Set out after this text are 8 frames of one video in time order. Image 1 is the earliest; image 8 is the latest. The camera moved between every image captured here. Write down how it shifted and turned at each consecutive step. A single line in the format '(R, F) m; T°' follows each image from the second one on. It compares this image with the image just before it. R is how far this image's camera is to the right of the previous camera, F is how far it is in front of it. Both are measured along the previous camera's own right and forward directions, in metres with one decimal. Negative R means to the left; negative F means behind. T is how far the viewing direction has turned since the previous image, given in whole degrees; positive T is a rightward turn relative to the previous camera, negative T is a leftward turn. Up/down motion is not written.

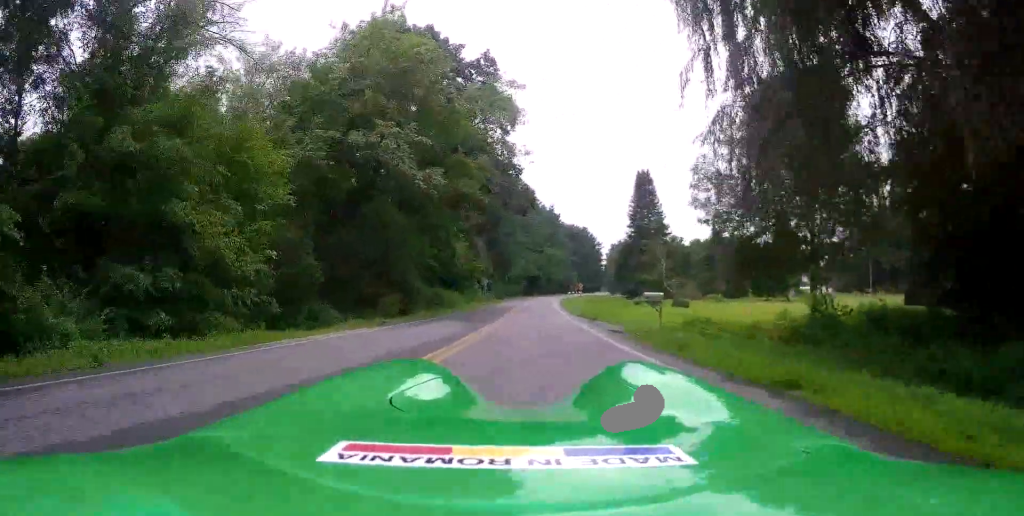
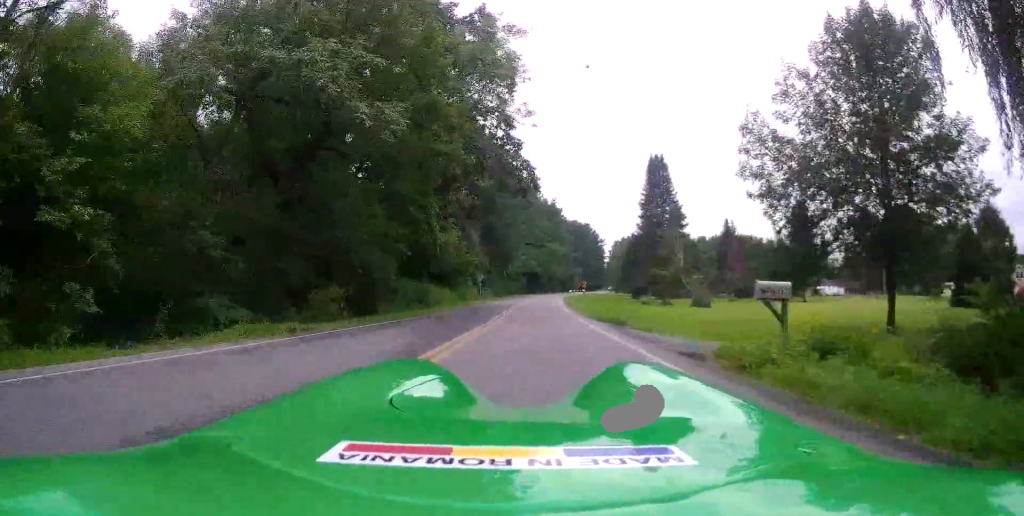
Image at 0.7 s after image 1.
(0.0, +6.6) m; 0°
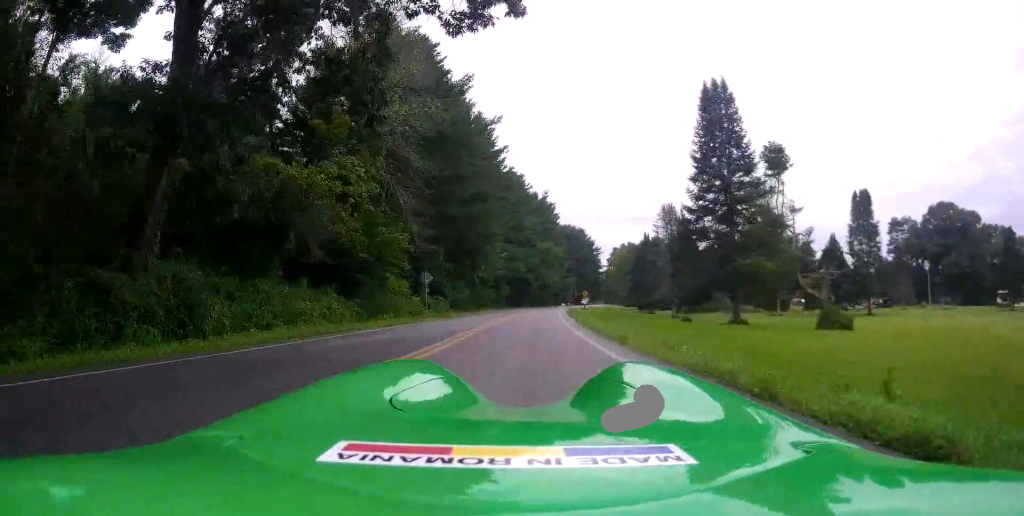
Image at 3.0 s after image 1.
(0.0, +30.8) m; 0°
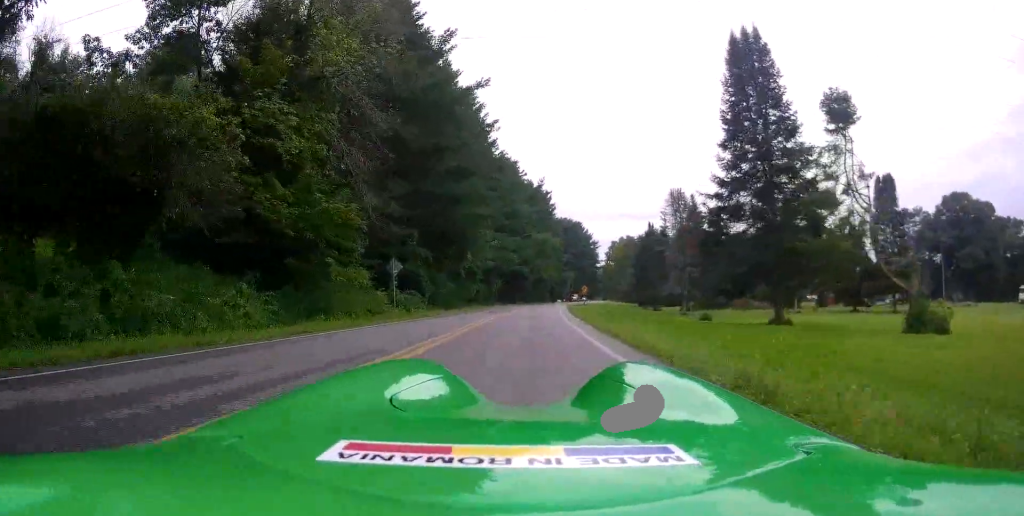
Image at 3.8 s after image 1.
(0.0, +10.9) m; 0°
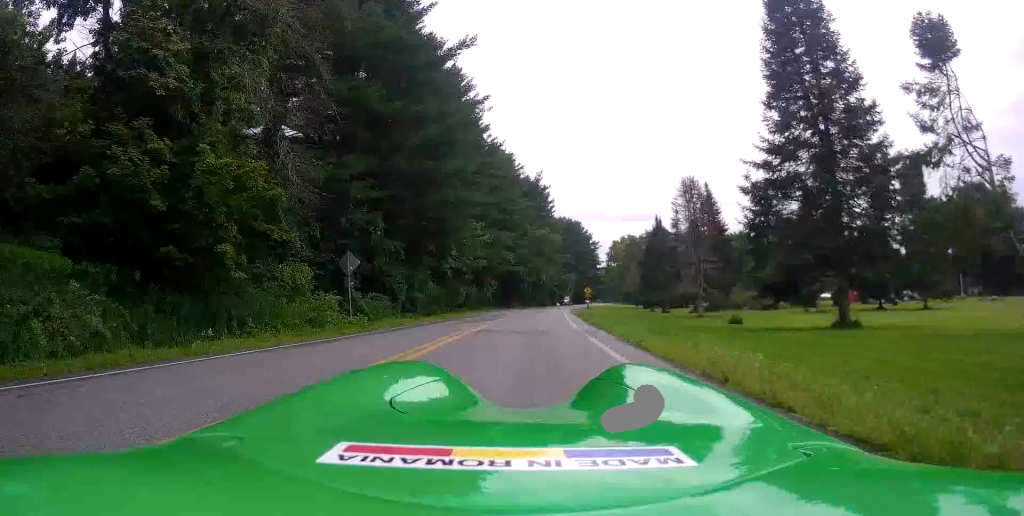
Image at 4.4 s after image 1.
(0.0, +10.5) m; 0°
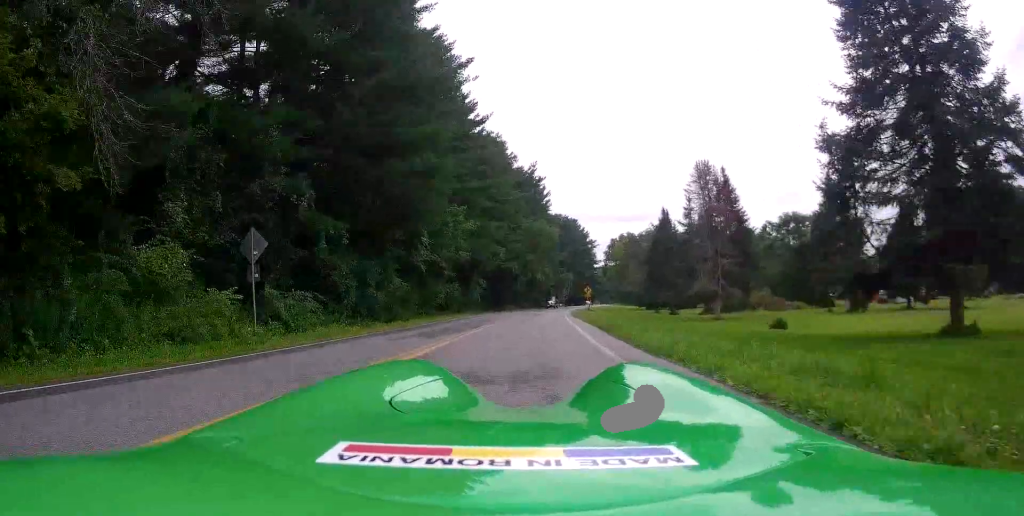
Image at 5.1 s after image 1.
(0.0, +11.5) m; 0°
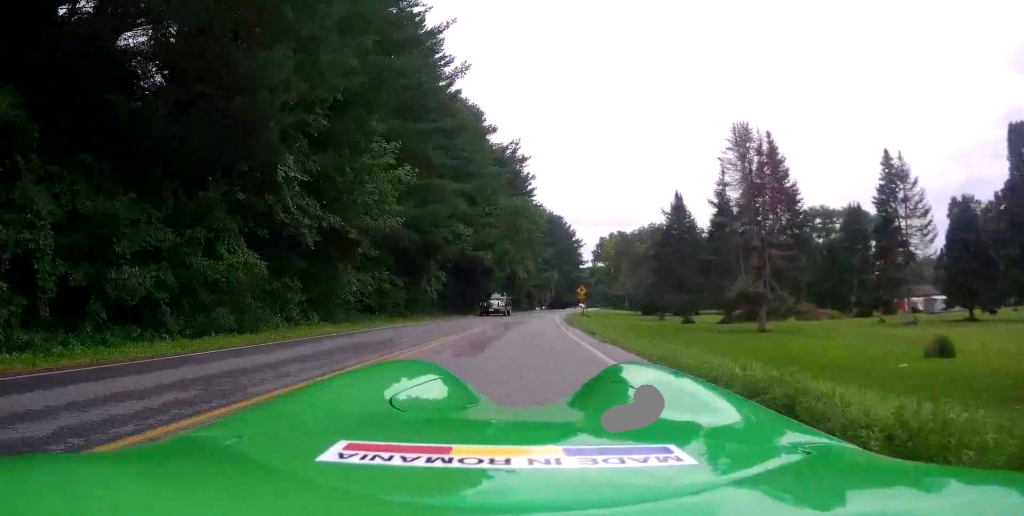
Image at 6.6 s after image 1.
(0.0, +17.0) m; 0°
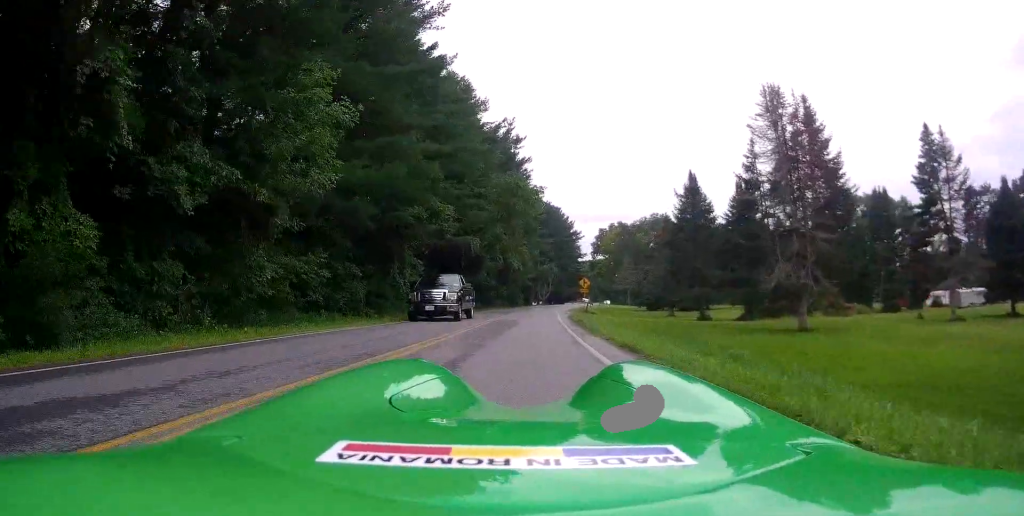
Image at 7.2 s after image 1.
(0.0, +7.6) m; 0°
